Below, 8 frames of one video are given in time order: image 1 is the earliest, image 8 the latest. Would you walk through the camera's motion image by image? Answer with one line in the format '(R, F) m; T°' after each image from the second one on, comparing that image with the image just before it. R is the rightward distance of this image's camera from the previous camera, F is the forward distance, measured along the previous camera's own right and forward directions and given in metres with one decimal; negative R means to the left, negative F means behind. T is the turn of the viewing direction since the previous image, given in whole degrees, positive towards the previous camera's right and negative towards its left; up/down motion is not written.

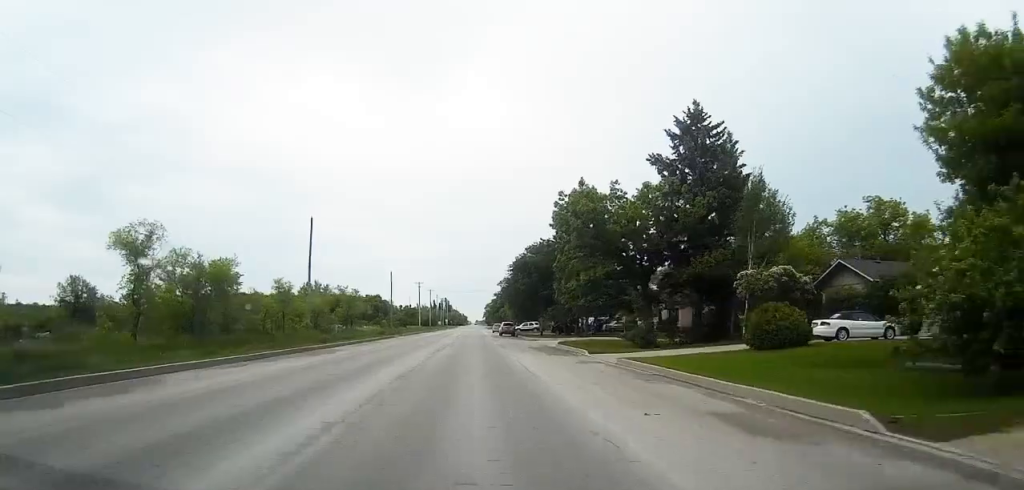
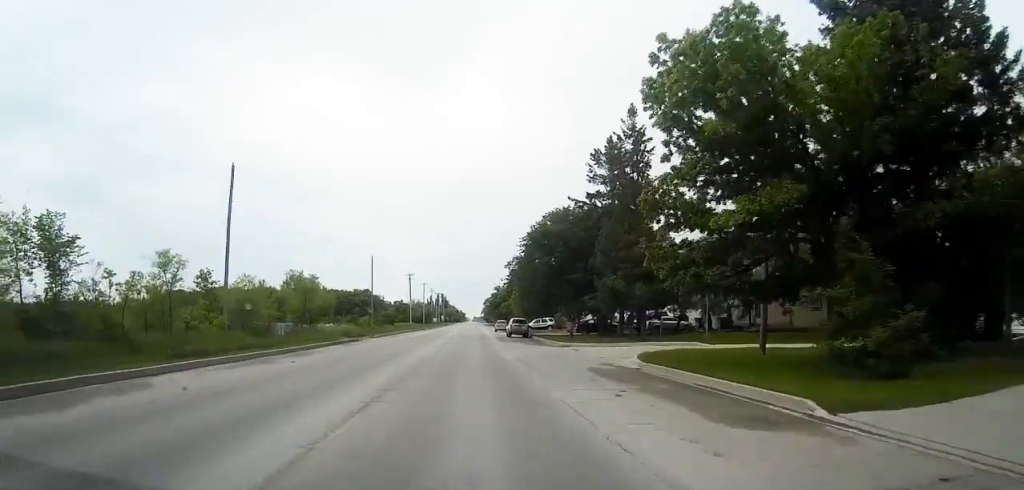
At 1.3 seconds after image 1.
(-0.2, +24.6) m; -1°
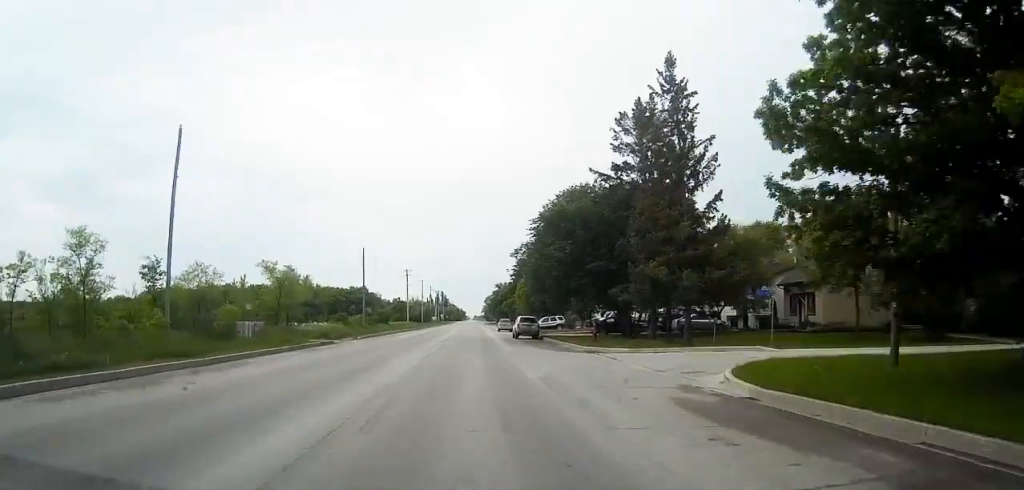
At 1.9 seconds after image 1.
(-0.1, +9.9) m; 0°
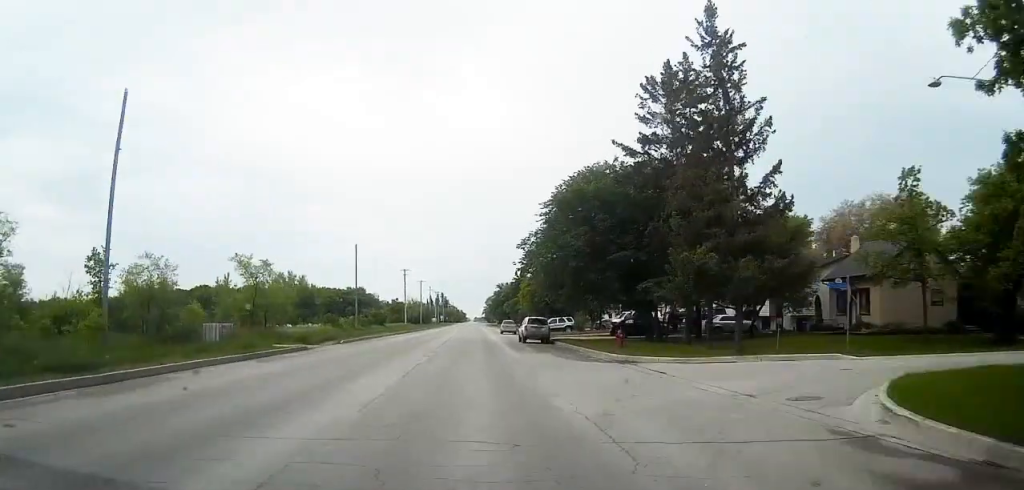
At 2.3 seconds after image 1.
(0.0, +7.5) m; 0°
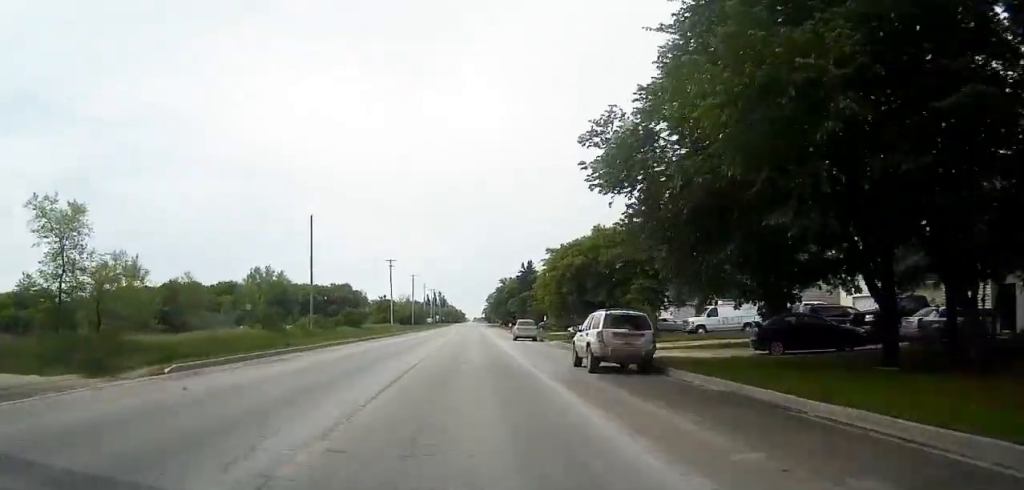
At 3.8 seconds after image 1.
(0.0, +28.2) m; 0°
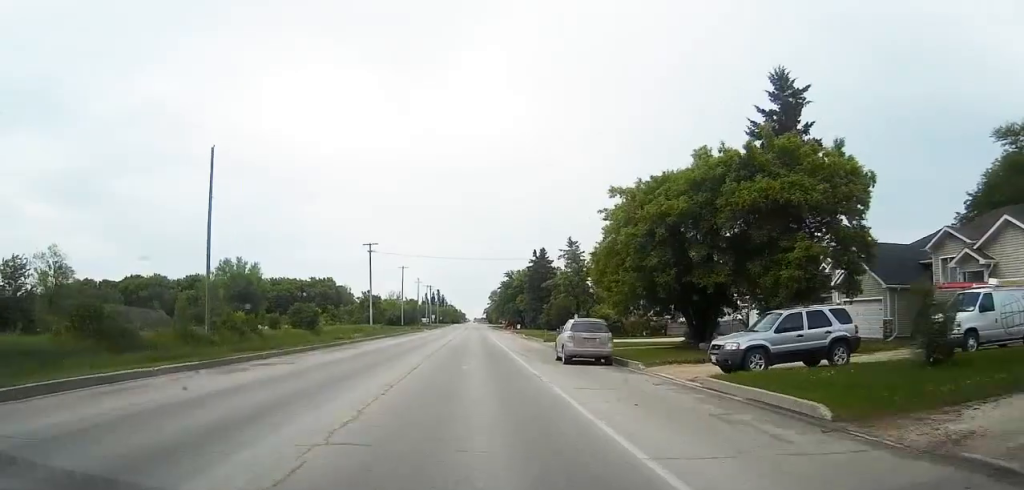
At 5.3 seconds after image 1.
(0.0, +30.0) m; 0°
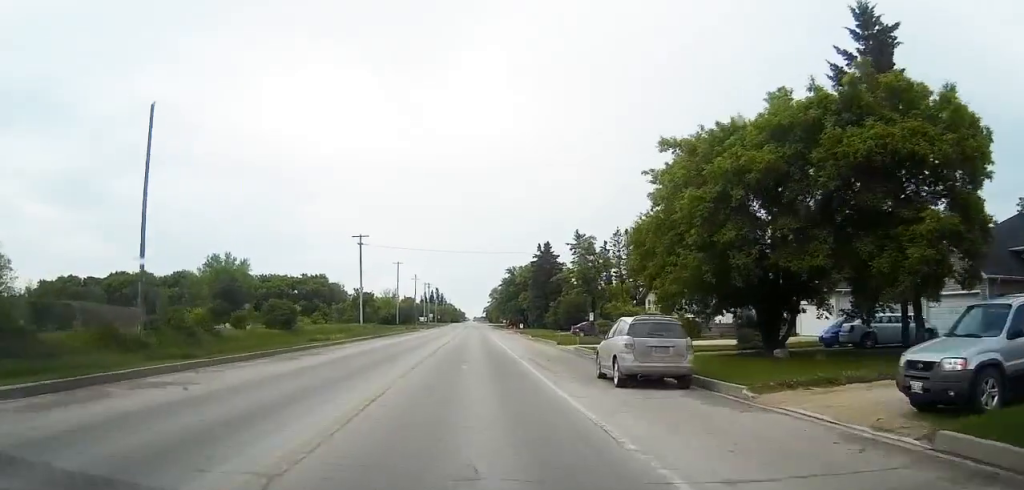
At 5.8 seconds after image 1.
(0.0, +9.7) m; 0°
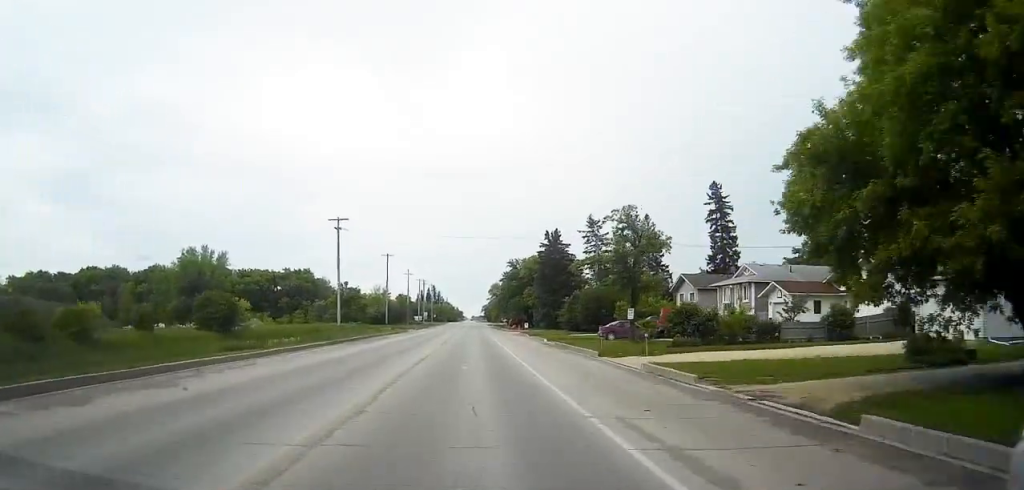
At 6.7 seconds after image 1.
(0.0, +16.2) m; 0°
